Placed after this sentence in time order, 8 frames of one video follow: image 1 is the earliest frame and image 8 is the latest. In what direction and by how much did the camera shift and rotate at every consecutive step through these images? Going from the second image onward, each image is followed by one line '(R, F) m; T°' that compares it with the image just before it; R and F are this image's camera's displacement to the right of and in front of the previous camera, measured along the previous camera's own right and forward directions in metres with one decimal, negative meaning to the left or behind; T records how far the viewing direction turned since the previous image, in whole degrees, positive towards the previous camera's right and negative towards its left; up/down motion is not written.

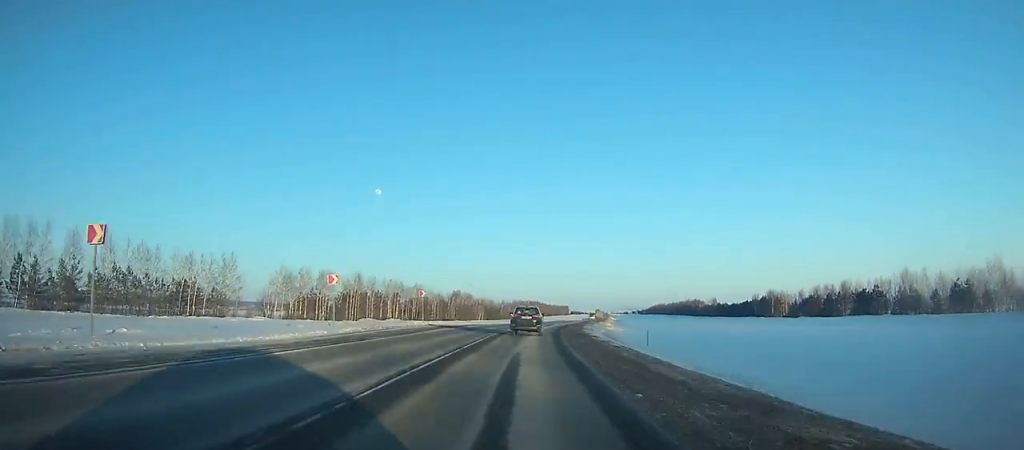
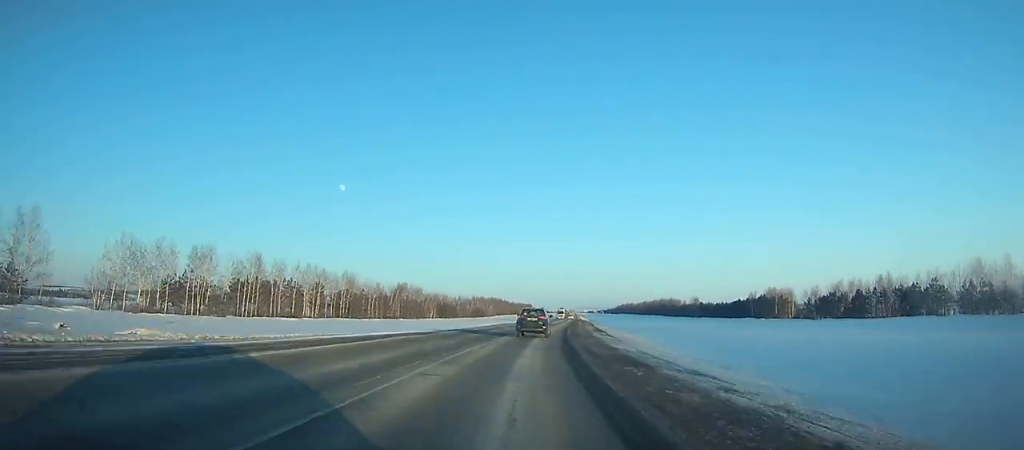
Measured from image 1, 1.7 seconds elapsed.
(-0.3, +42.6) m; +3°
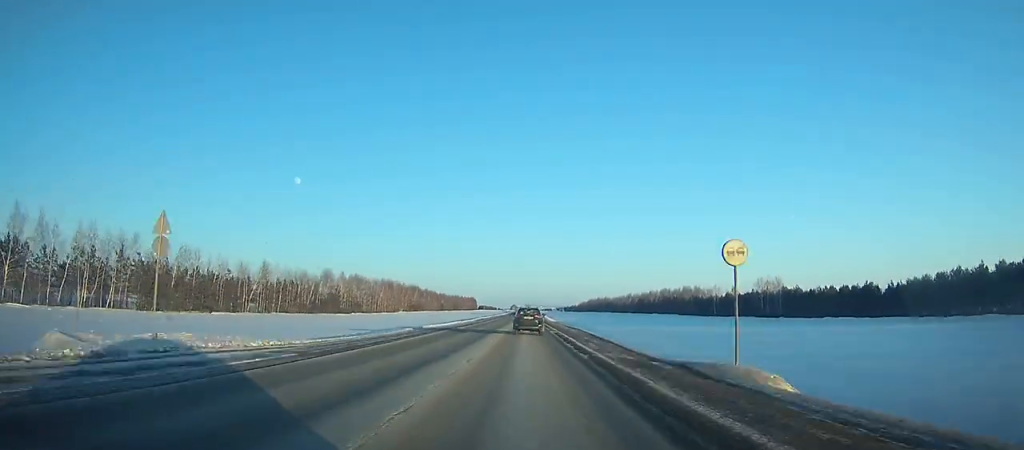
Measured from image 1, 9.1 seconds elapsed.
(+14.4, +186.0) m; +5°
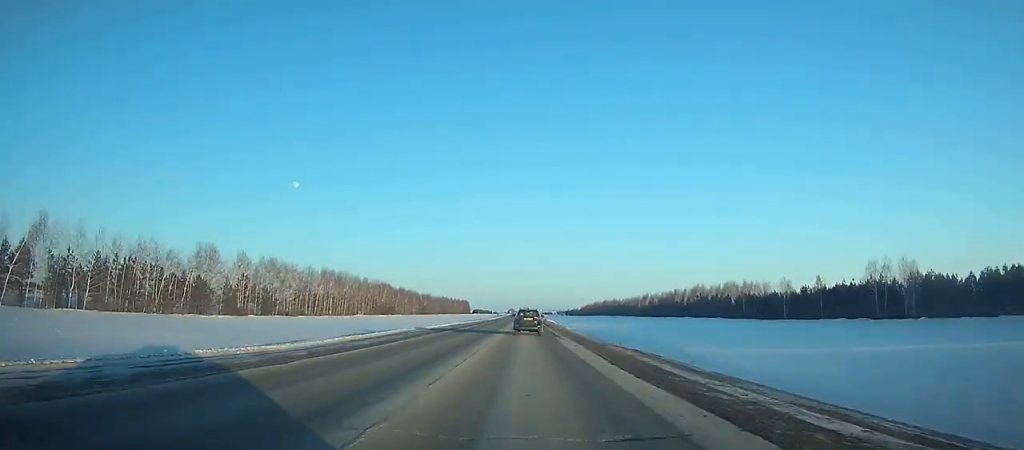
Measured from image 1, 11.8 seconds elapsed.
(-0.2, +69.4) m; 0°
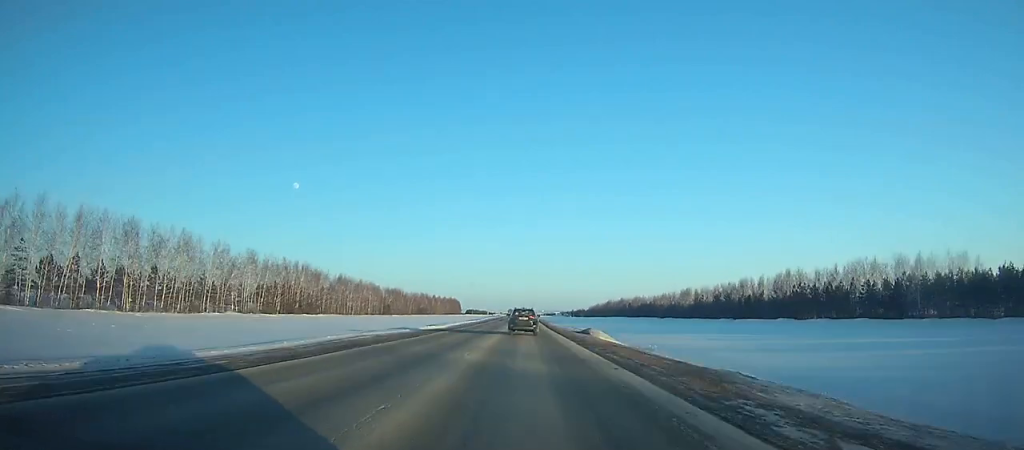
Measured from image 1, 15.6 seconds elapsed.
(+0.1, +98.7) m; 0°
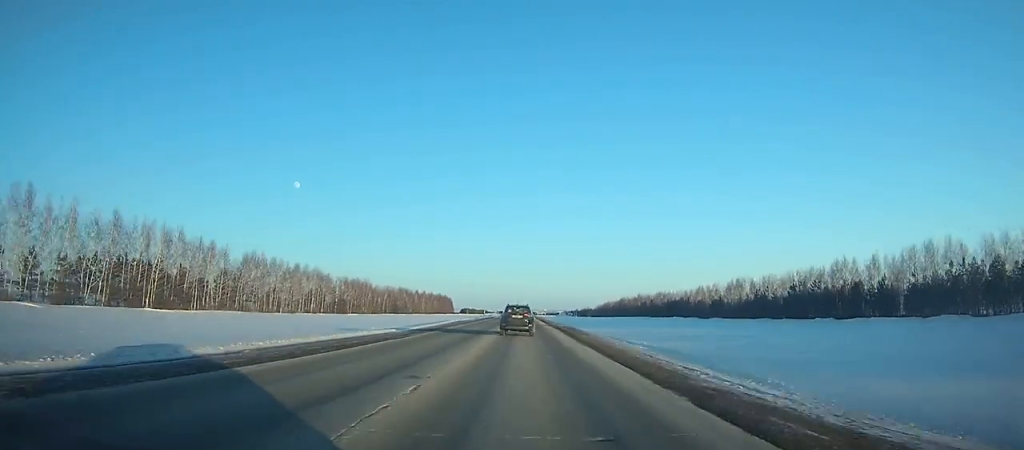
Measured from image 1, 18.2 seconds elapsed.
(0.0, +66.9) m; 0°
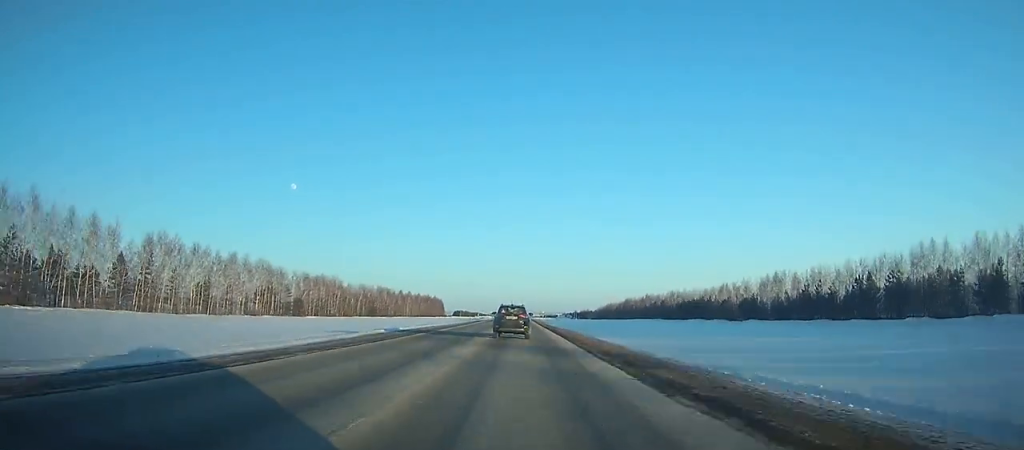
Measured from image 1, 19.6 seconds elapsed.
(0.0, +35.8) m; 0°
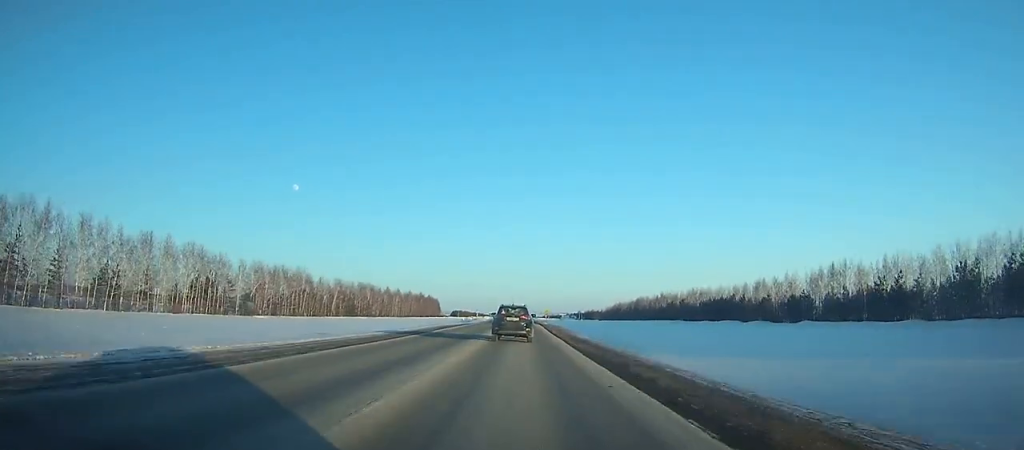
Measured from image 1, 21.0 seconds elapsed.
(0.0, +34.3) m; 0°
